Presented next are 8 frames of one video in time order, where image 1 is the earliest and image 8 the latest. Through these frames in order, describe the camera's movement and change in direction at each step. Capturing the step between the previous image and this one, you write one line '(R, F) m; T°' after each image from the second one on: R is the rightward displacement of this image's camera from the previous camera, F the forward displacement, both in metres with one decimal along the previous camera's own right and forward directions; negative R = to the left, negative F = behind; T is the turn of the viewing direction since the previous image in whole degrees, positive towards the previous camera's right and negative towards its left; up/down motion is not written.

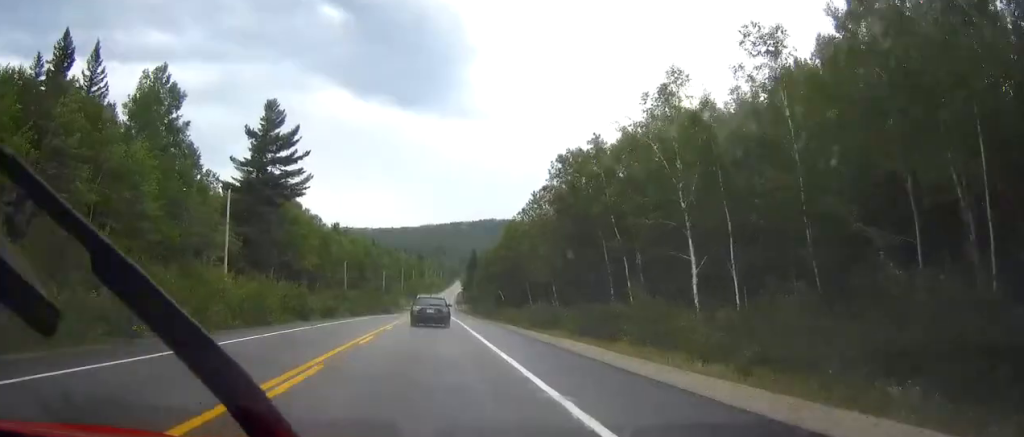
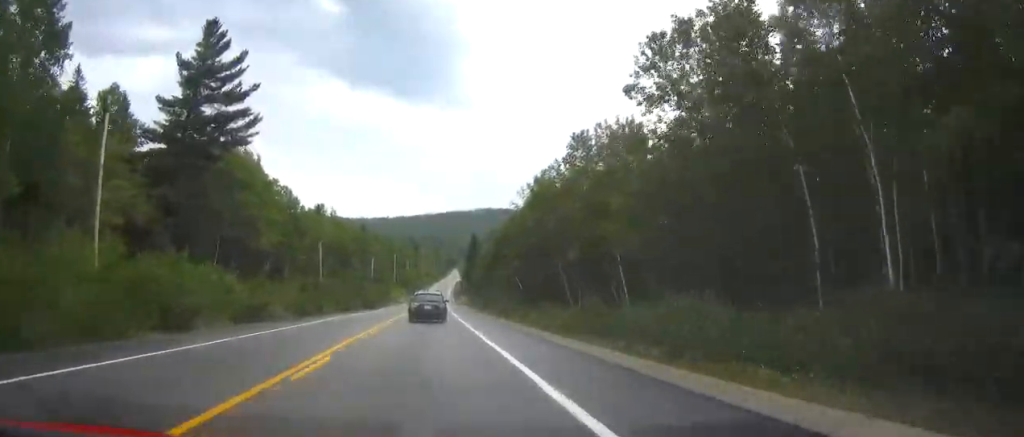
(0.0, +25.1) m; 0°
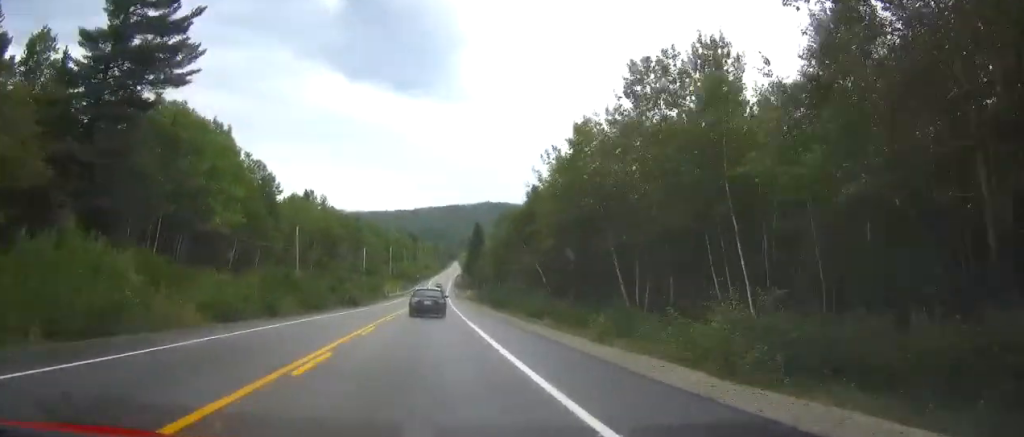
(0.0, +17.2) m; 0°
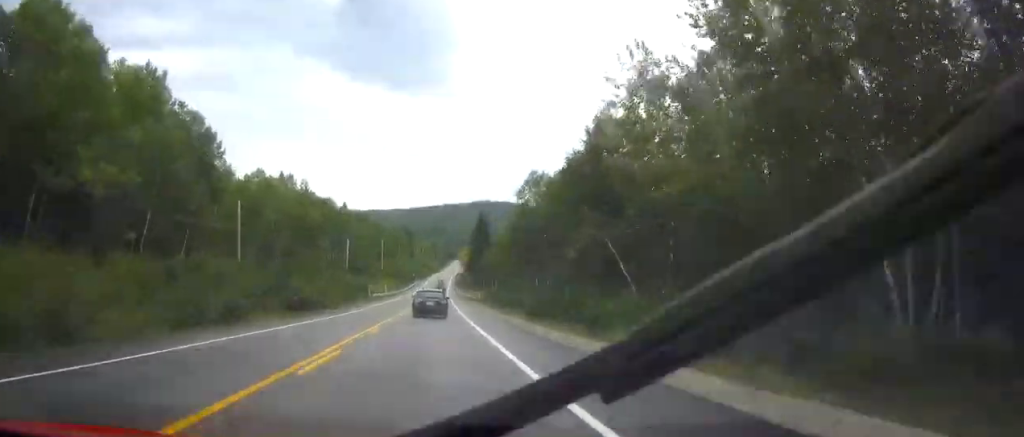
(+0.1, +26.4) m; 0°
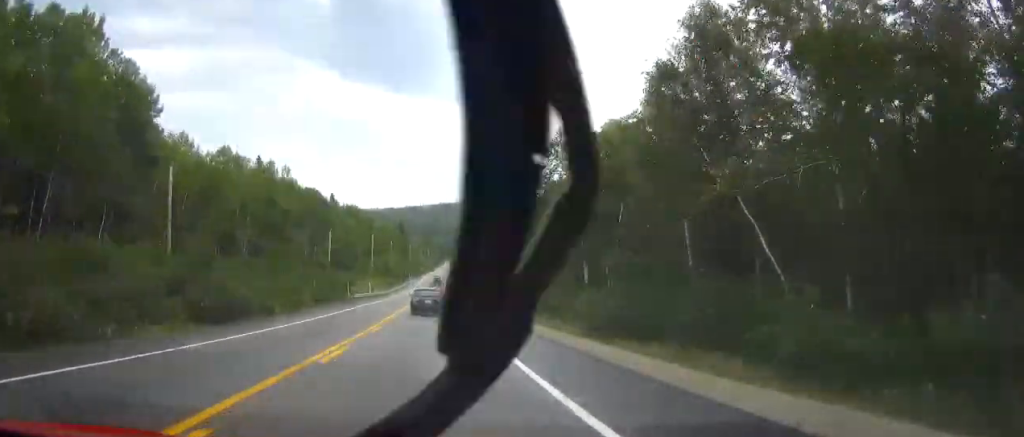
(0.0, +16.5) m; 0°
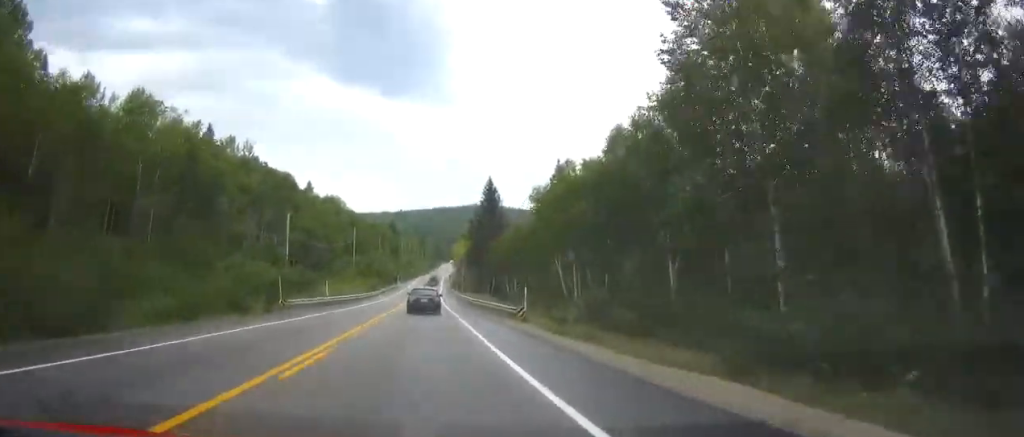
(0.0, +28.7) m; 0°
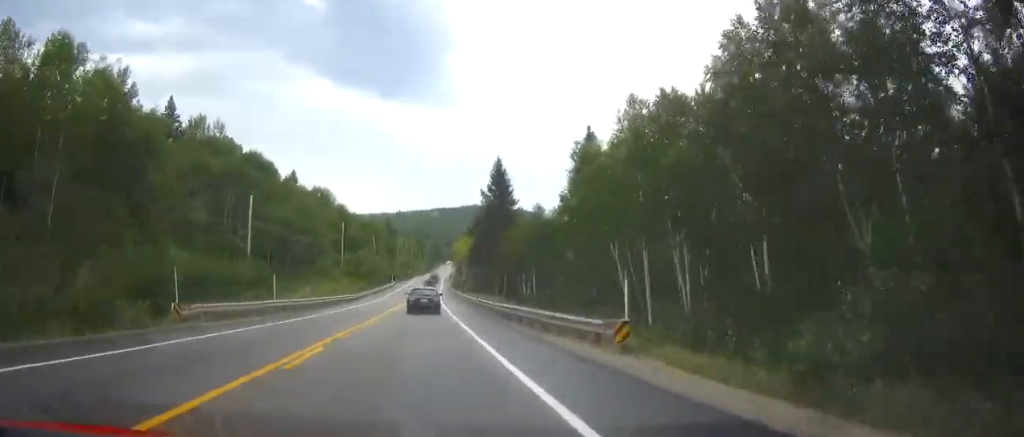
(+0.1, +16.8) m; 0°
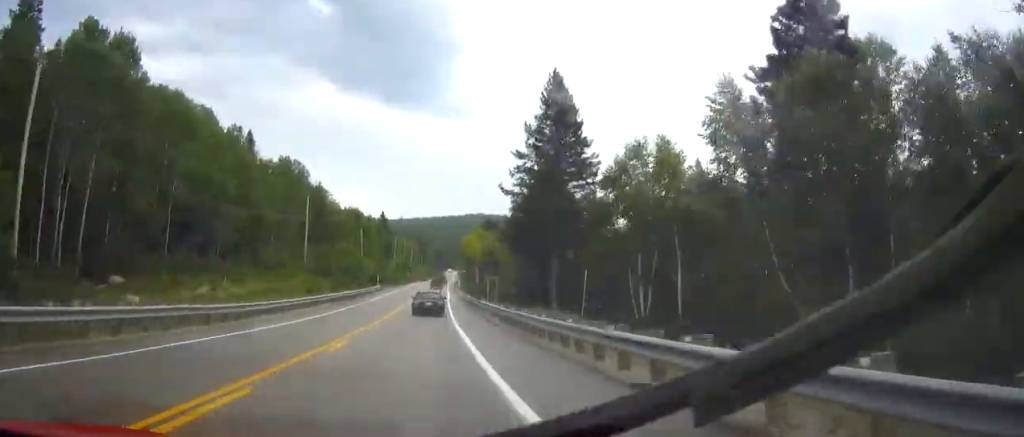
(+0.2, +40.5) m; 0°
